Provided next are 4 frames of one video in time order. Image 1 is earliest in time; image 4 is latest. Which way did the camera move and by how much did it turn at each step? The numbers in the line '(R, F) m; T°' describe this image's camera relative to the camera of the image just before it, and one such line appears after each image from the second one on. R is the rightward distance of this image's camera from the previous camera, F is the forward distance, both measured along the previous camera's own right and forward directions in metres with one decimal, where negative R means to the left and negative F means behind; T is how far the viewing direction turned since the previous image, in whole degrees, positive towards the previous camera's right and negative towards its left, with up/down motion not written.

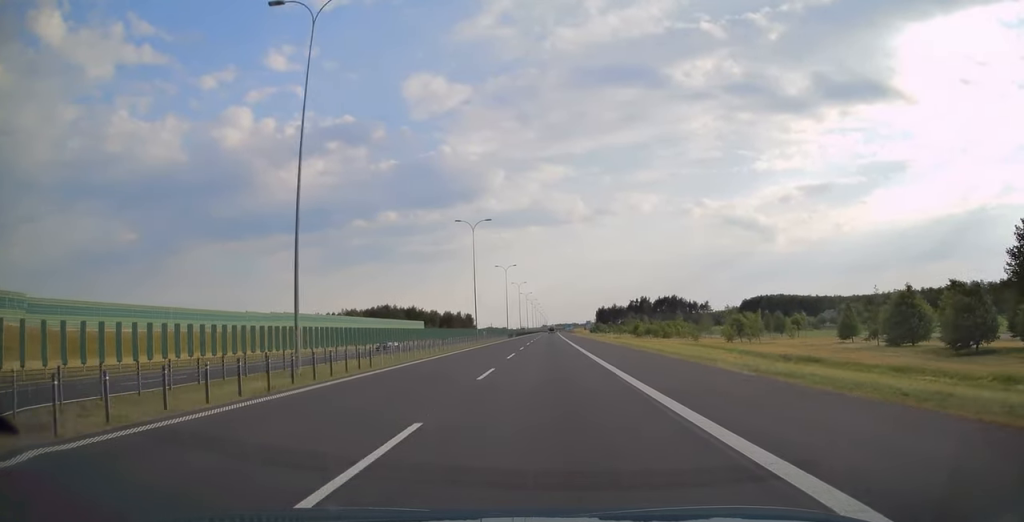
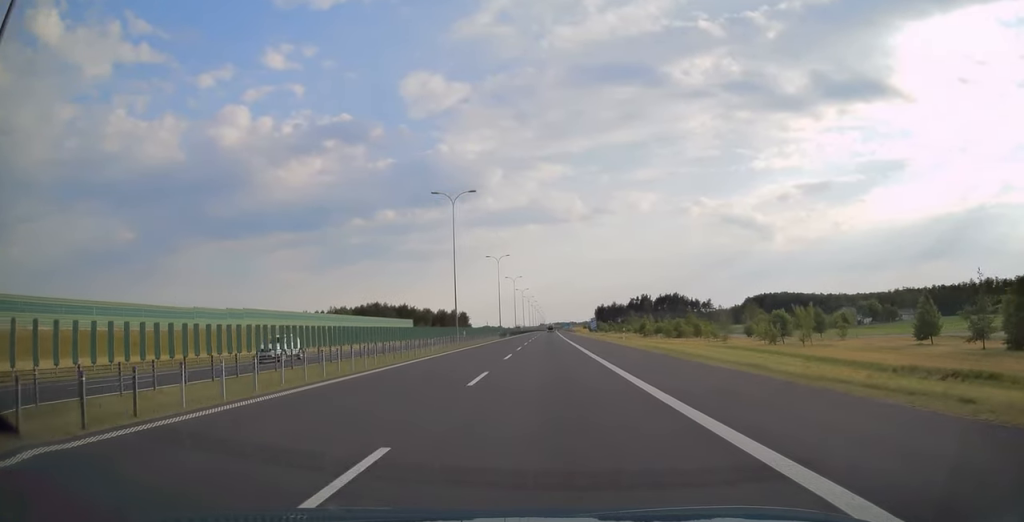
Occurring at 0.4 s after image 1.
(-0.1, +14.1) m; 0°
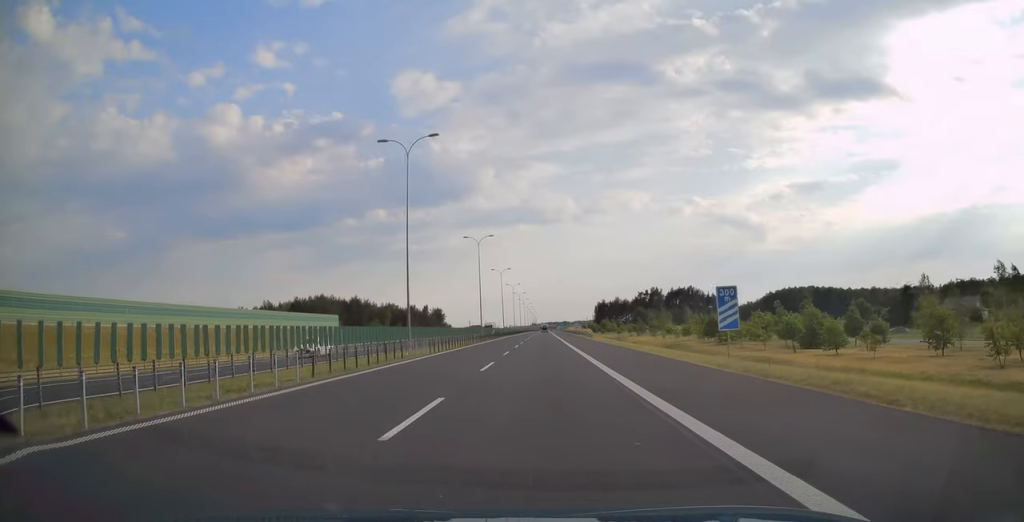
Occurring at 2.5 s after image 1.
(+0.7, +66.8) m; +1°
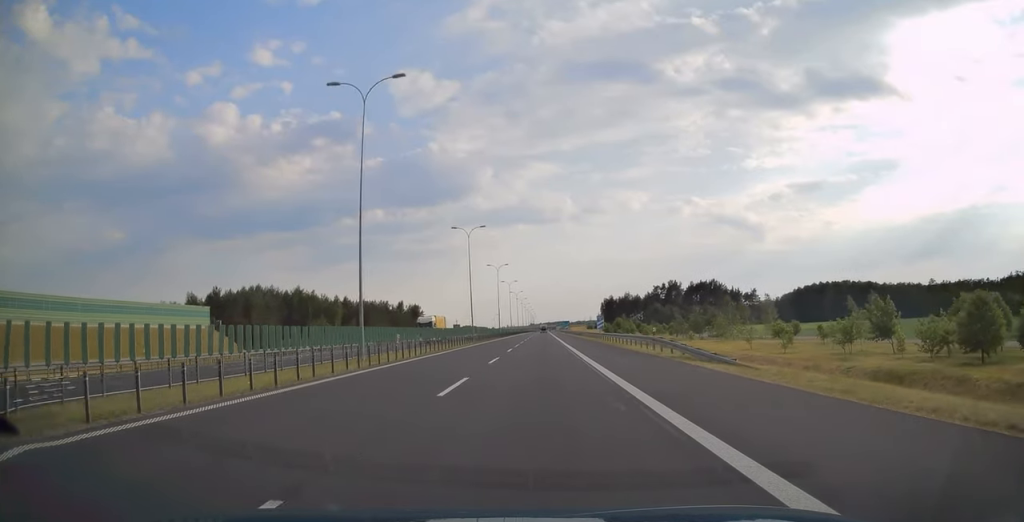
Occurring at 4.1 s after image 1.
(+0.1, +54.3) m; 0°
